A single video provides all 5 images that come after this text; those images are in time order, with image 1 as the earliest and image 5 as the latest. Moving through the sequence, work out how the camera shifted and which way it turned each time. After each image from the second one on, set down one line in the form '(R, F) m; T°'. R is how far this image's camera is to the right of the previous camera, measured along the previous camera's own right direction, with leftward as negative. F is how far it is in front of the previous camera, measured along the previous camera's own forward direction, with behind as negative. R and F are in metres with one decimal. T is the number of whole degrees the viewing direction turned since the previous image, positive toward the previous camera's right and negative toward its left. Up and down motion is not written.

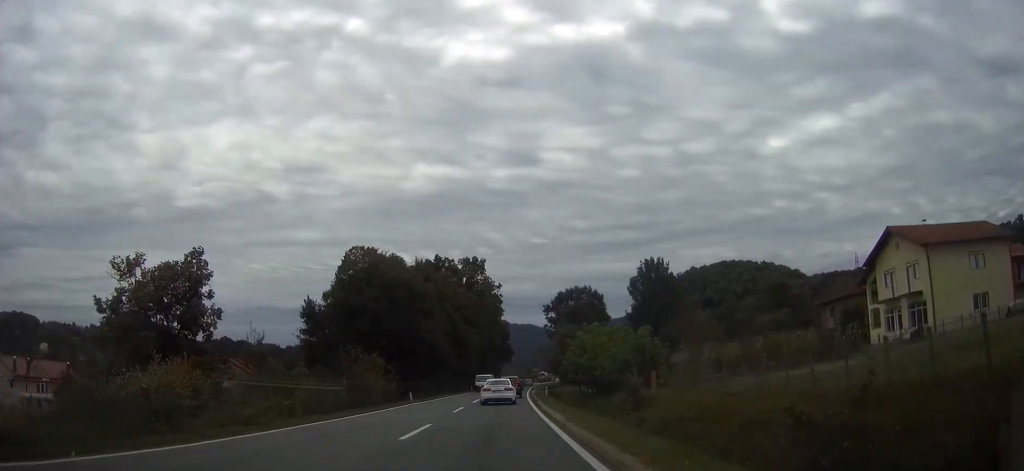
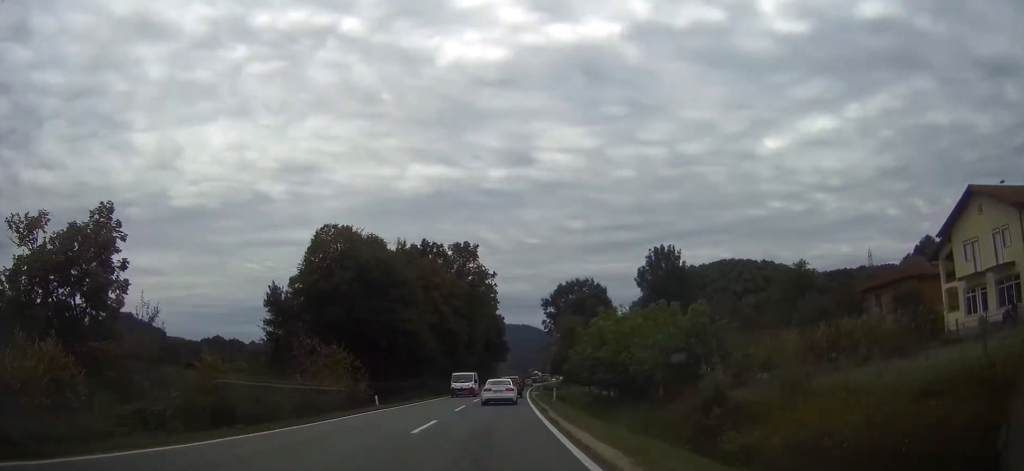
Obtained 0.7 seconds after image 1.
(+0.1, +12.0) m; +1°
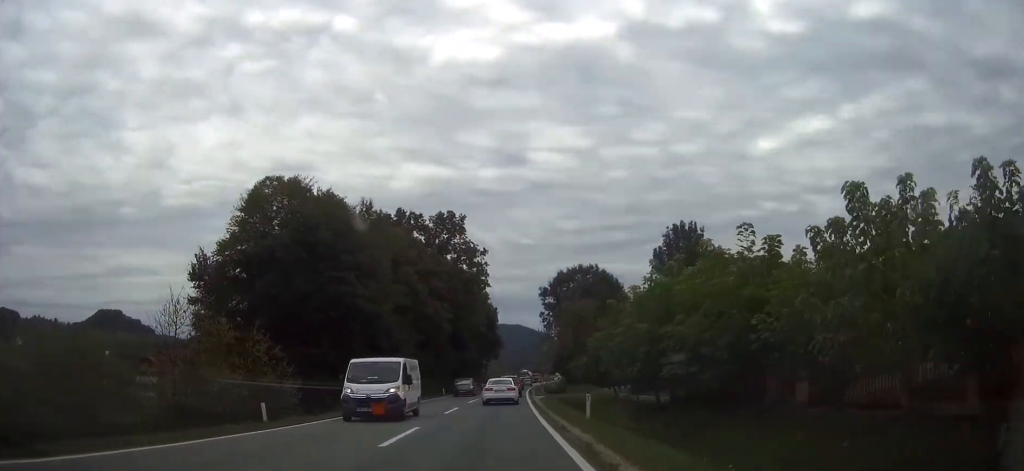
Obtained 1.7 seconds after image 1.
(+0.1, +17.7) m; +1°
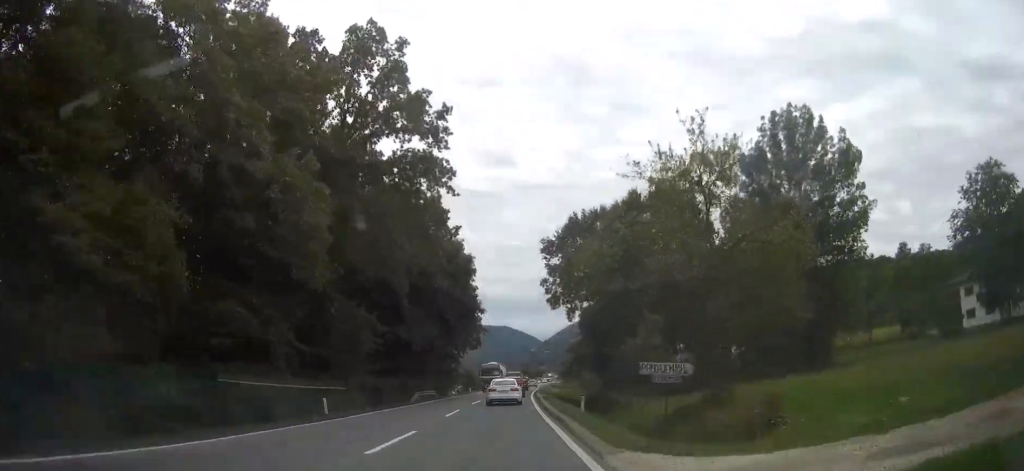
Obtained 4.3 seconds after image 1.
(+0.4, +43.4) m; +1°
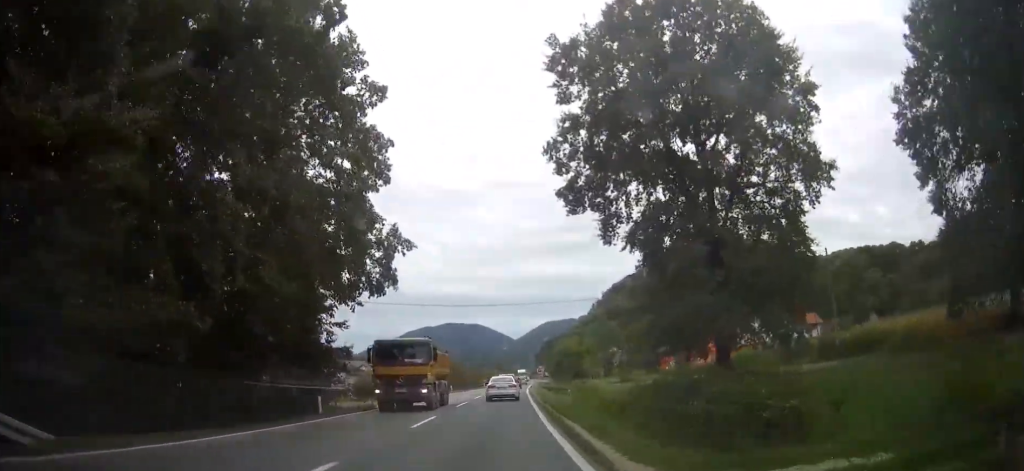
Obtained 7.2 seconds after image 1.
(+0.9, +49.6) m; +2°
